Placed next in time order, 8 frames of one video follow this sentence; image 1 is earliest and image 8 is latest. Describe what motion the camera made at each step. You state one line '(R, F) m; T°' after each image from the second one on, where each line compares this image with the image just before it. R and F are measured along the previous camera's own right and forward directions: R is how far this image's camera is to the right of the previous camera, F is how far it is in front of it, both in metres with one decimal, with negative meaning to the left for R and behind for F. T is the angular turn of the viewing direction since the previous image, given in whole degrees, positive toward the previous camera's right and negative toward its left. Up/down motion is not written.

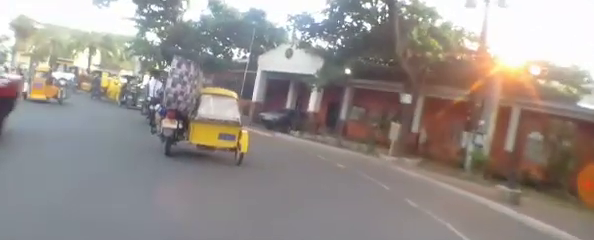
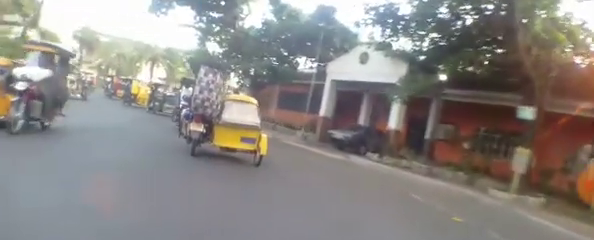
(-0.1, +3.7) m; -6°
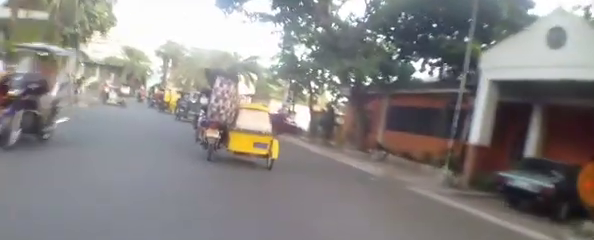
(-0.7, +8.1) m; -10°
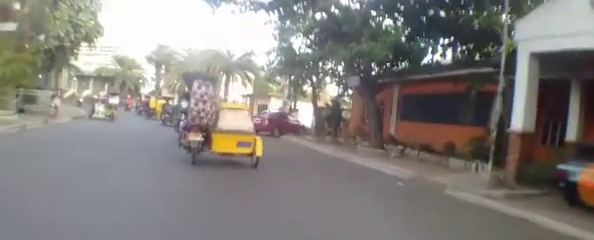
(-0.1, +2.3) m; -4°
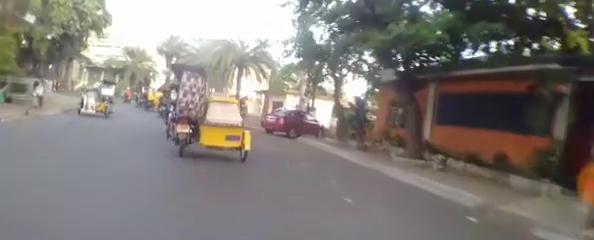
(0.0, +2.9) m; -7°
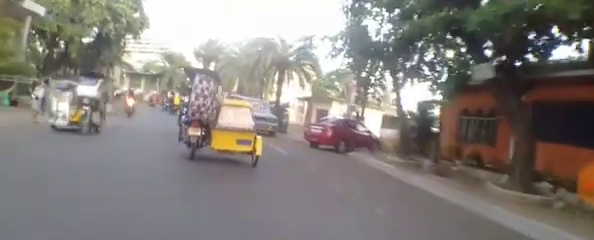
(-0.3, +3.4) m; -6°
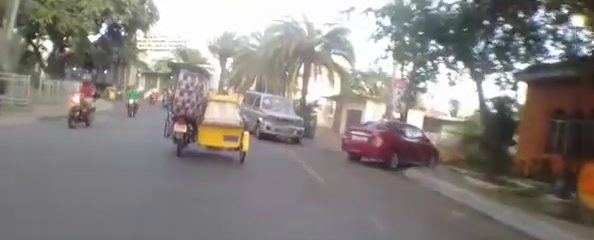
(-0.5, +4.2) m; -5°
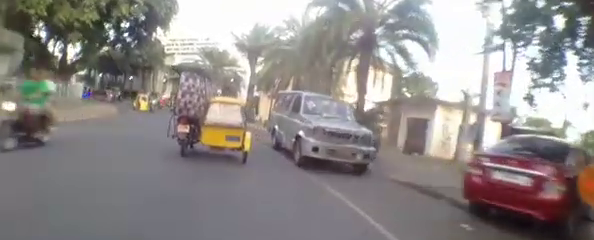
(+0.1, +5.4) m; -8°
